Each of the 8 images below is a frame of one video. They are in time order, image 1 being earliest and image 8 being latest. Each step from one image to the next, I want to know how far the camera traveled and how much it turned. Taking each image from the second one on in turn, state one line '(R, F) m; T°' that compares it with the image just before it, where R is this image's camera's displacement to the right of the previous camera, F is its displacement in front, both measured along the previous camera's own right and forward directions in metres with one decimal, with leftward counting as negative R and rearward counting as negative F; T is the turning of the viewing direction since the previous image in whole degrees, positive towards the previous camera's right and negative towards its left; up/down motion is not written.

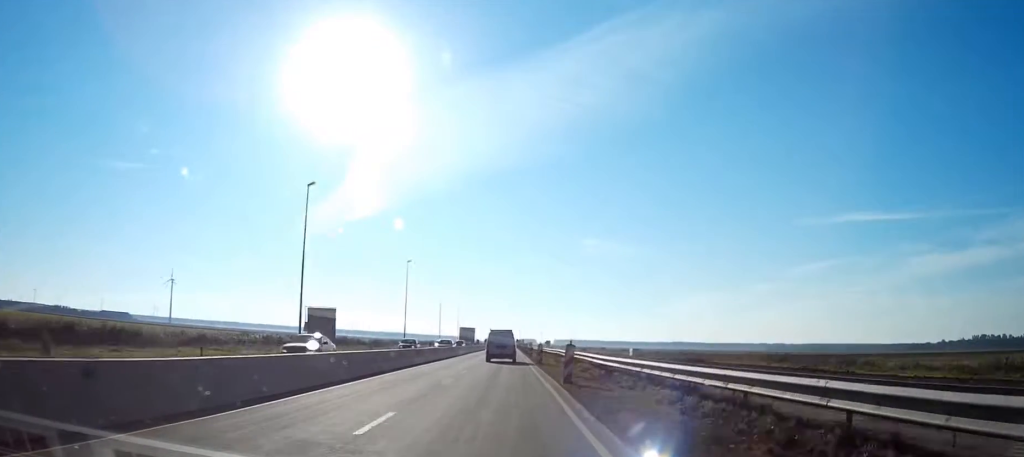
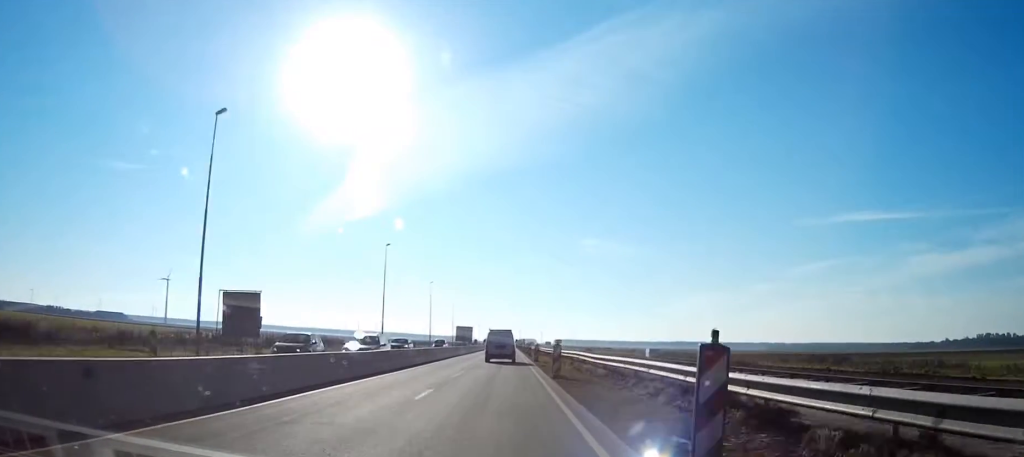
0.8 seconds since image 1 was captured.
(0.0, +17.4) m; 0°
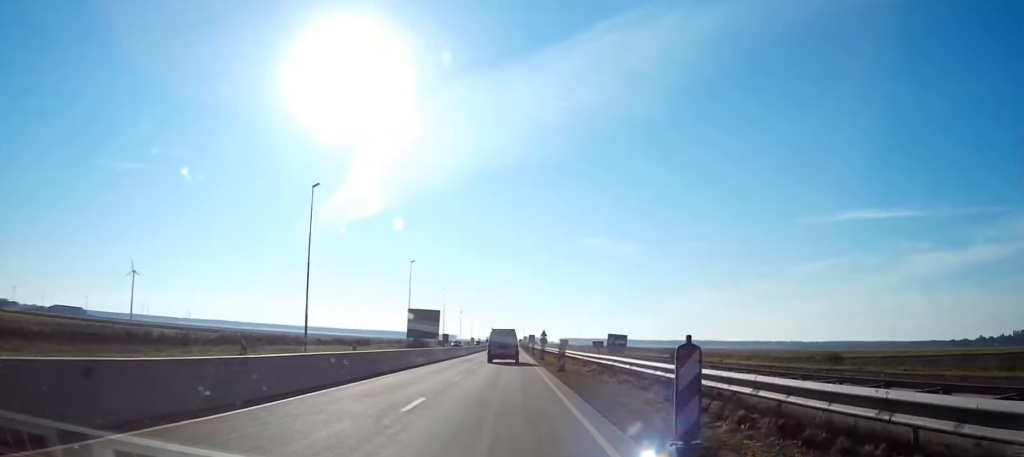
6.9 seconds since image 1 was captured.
(+0.1, +132.4) m; 0°
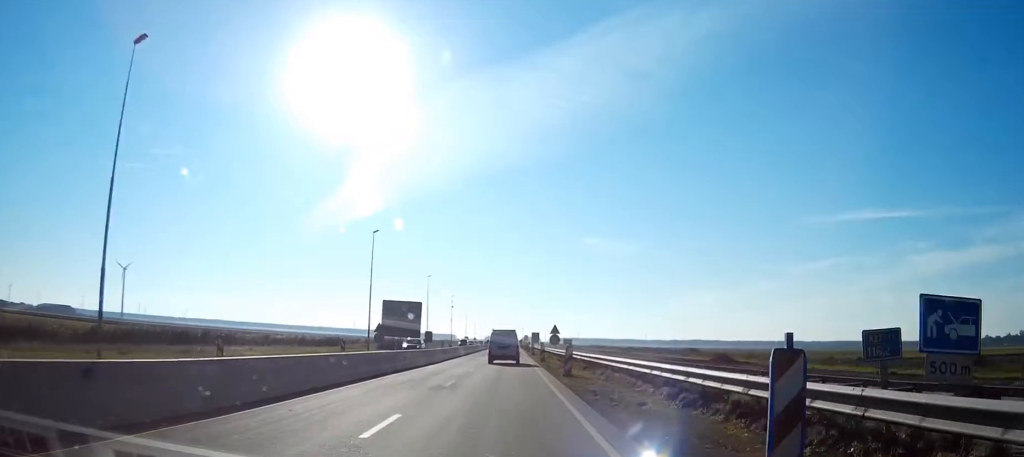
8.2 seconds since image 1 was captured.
(0.0, +27.3) m; 0°
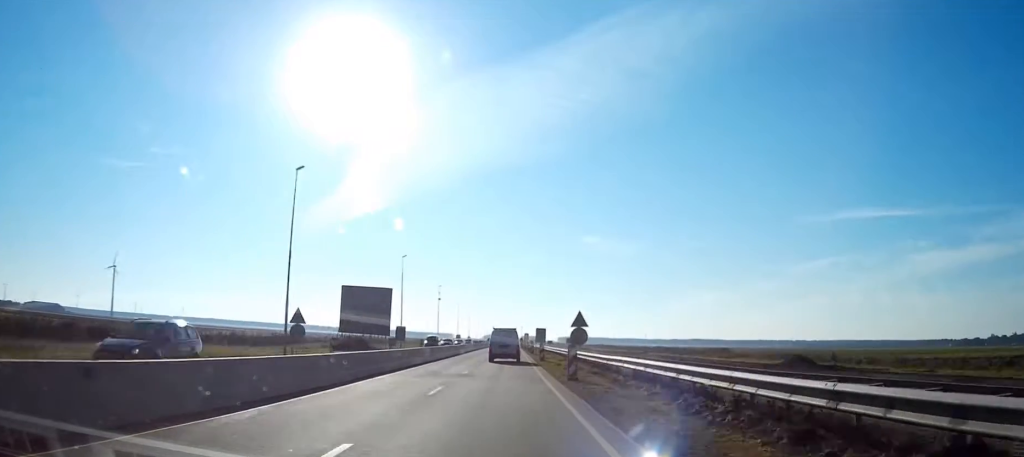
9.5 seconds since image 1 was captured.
(0.0, +27.3) m; 0°
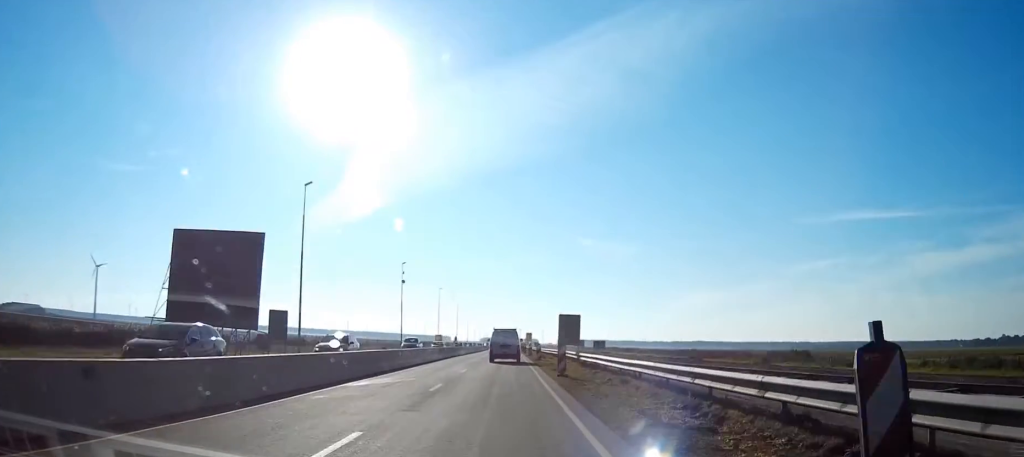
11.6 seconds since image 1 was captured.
(+0.1, +45.9) m; 0°
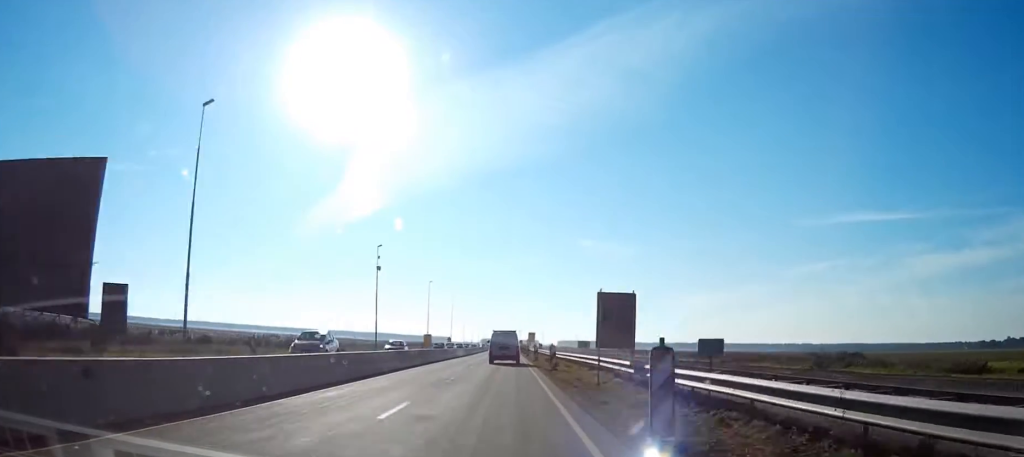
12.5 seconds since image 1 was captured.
(0.0, +18.7) m; 0°
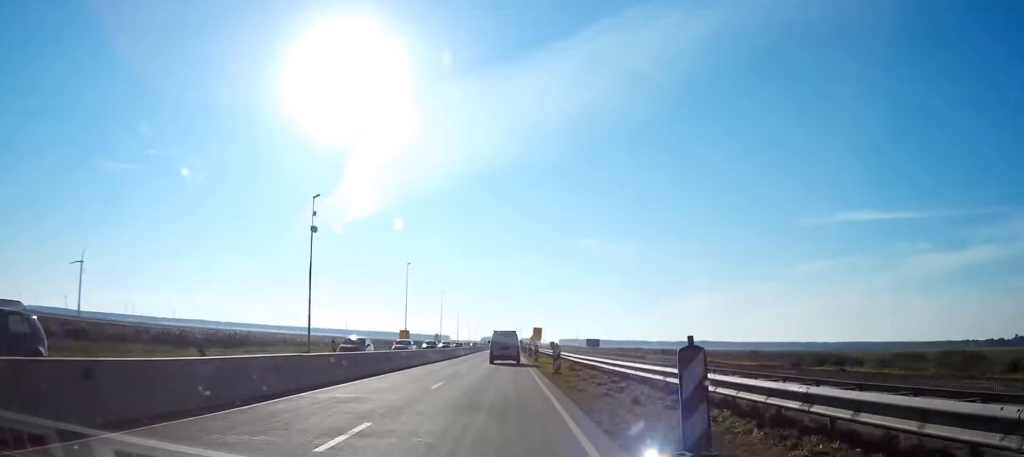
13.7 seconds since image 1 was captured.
(0.0, +27.2) m; 0°
